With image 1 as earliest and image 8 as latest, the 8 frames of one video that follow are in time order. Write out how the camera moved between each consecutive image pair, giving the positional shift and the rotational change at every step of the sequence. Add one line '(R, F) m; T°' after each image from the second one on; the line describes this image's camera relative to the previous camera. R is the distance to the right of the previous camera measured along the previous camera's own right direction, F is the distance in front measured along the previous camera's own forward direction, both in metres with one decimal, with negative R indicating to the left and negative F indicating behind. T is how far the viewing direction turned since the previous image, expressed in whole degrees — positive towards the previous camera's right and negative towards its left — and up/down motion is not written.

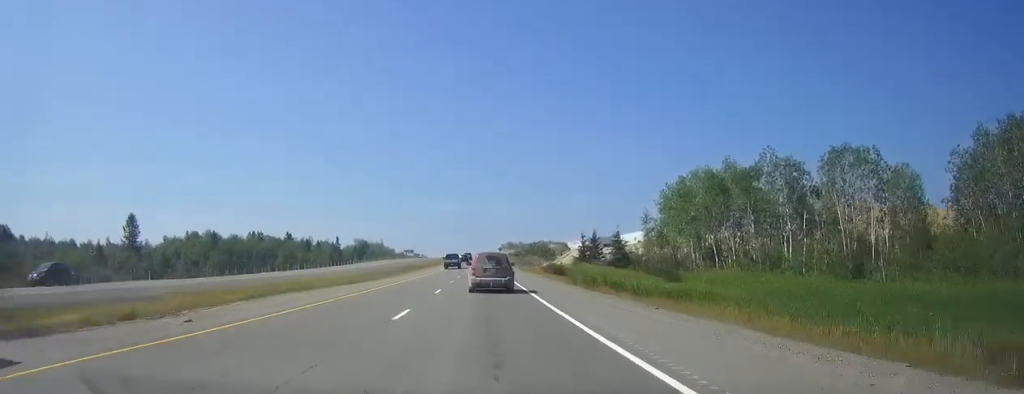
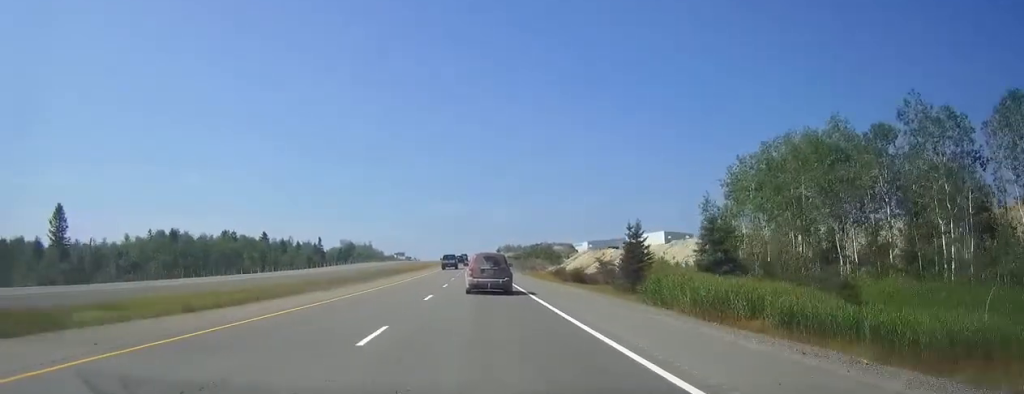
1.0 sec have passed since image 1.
(0.0, +29.1) m; 0°
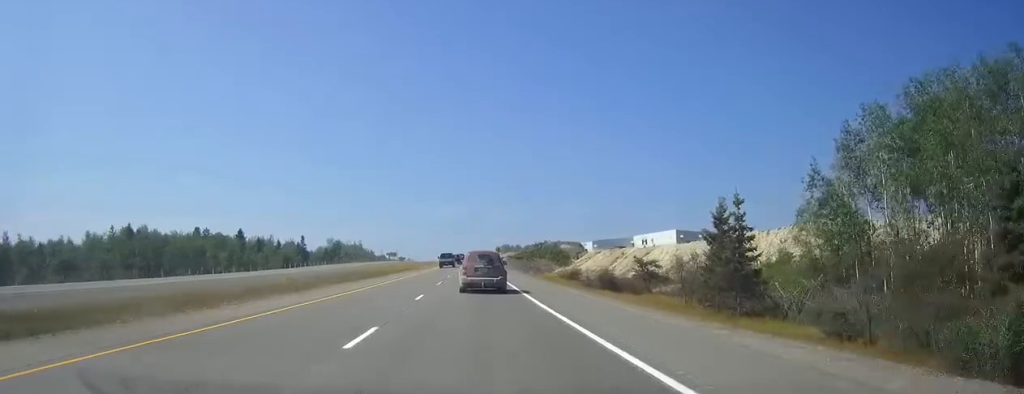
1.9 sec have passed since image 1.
(0.0, +25.2) m; 0°
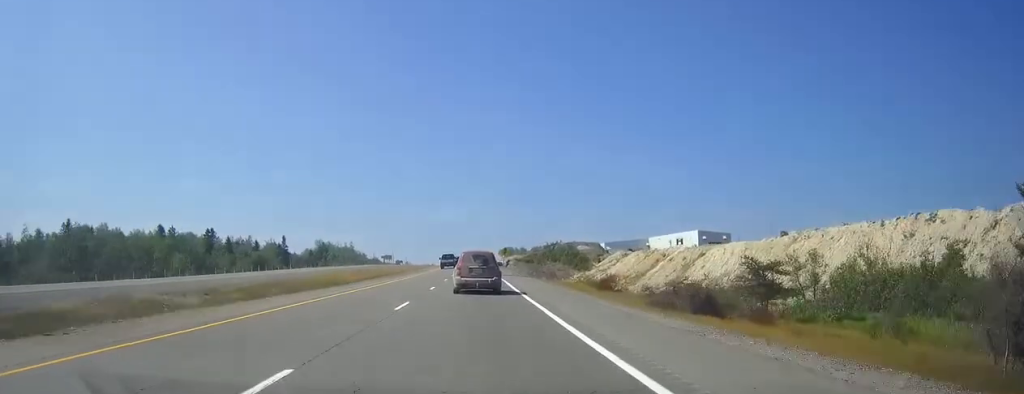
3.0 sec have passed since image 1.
(+0.1, +29.7) m; 0°
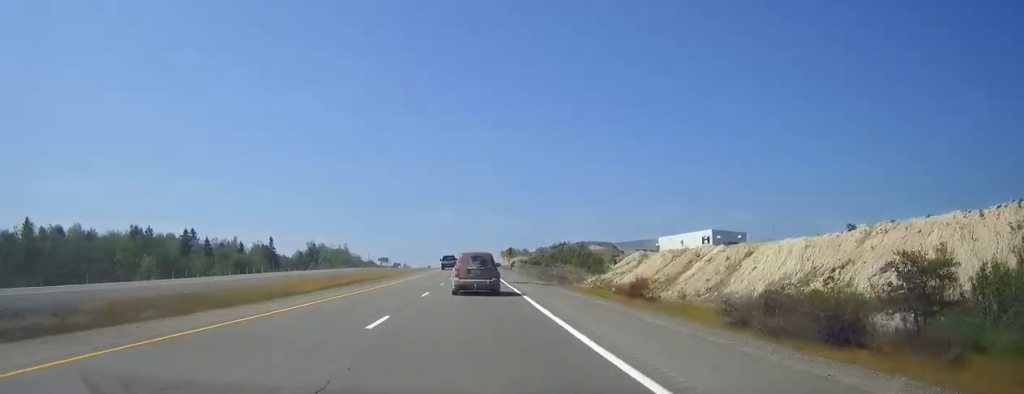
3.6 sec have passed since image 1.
(0.0, +16.7) m; 0°
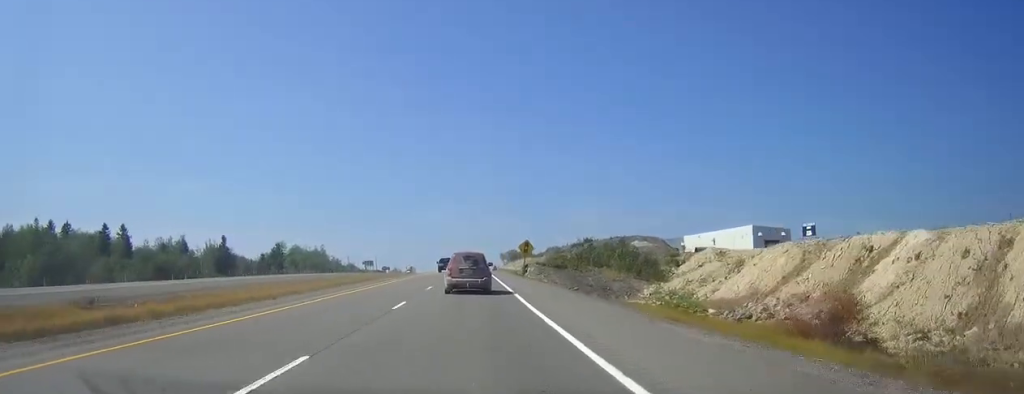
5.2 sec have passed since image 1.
(-0.1, +44.1) m; 0°
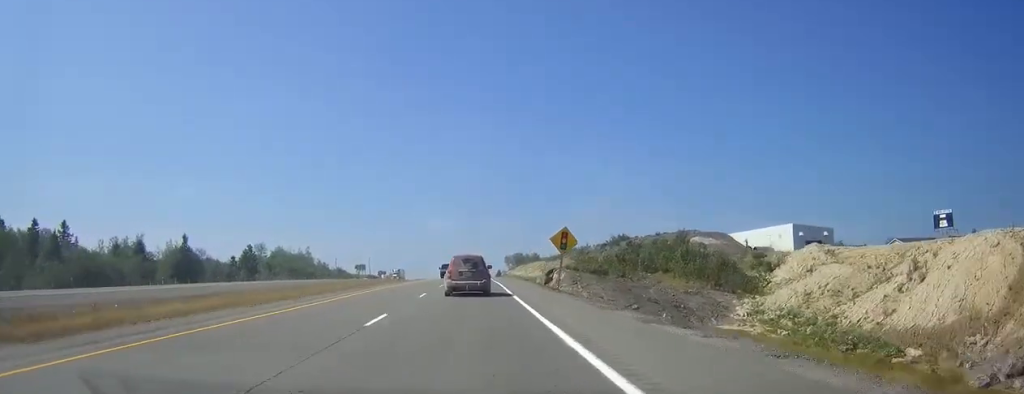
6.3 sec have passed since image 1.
(0.0, +29.2) m; 0°
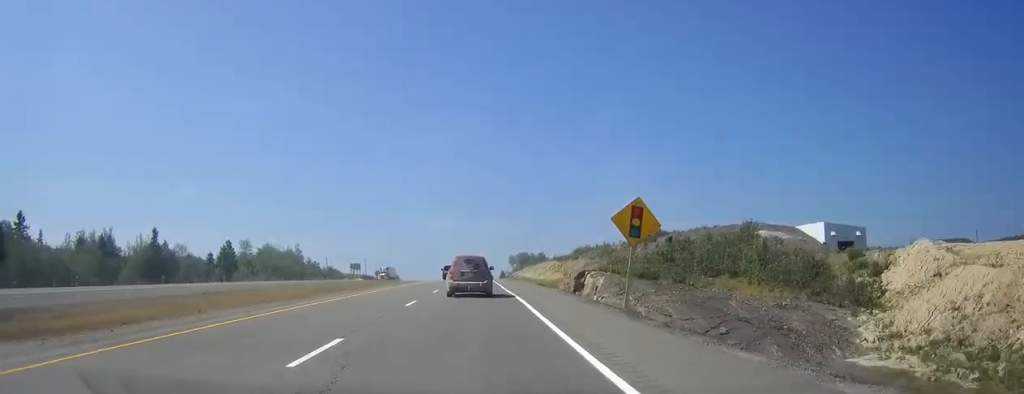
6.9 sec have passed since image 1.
(-0.1, +18.2) m; 0°
